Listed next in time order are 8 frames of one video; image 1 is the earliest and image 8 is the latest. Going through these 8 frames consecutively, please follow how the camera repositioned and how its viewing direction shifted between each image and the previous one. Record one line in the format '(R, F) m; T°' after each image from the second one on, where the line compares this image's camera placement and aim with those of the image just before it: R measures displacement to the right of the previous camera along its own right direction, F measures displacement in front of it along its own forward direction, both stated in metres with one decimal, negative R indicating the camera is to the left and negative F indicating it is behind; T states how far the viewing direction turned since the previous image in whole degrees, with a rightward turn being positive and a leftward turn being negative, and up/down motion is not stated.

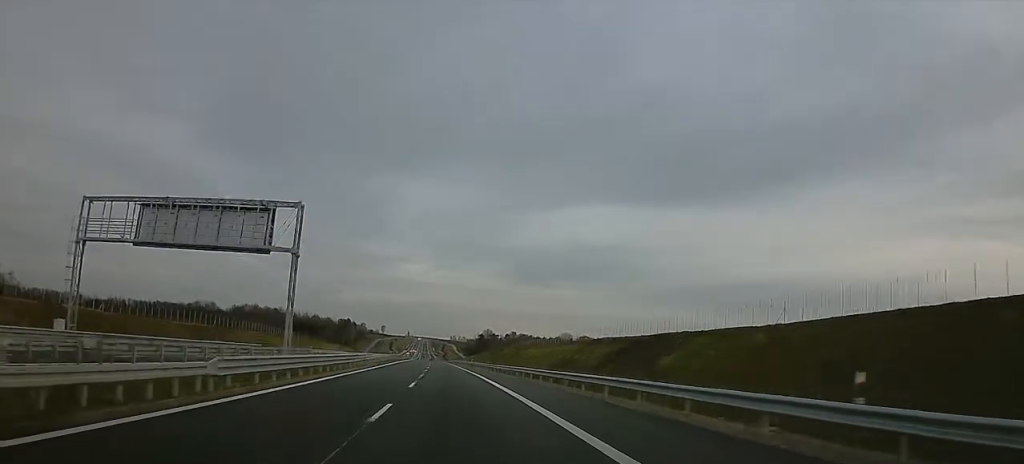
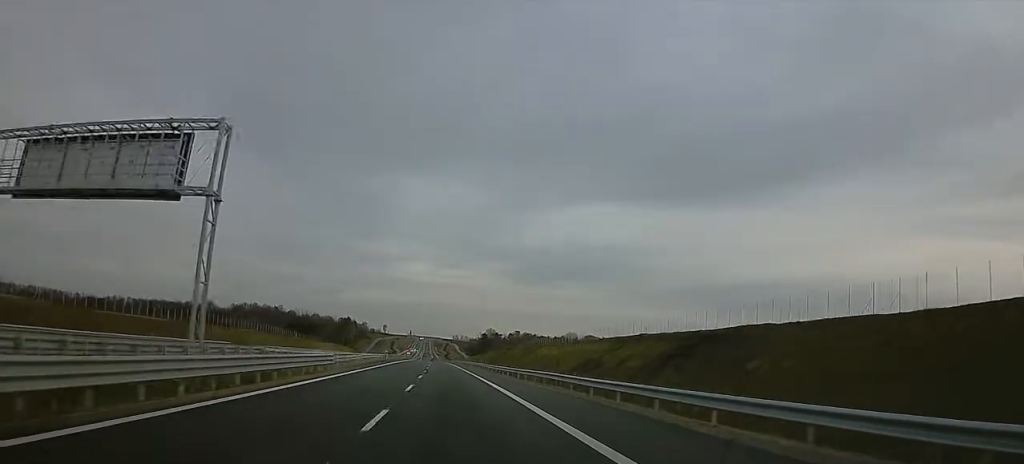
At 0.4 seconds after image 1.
(-0.5, +13.5) m; 0°
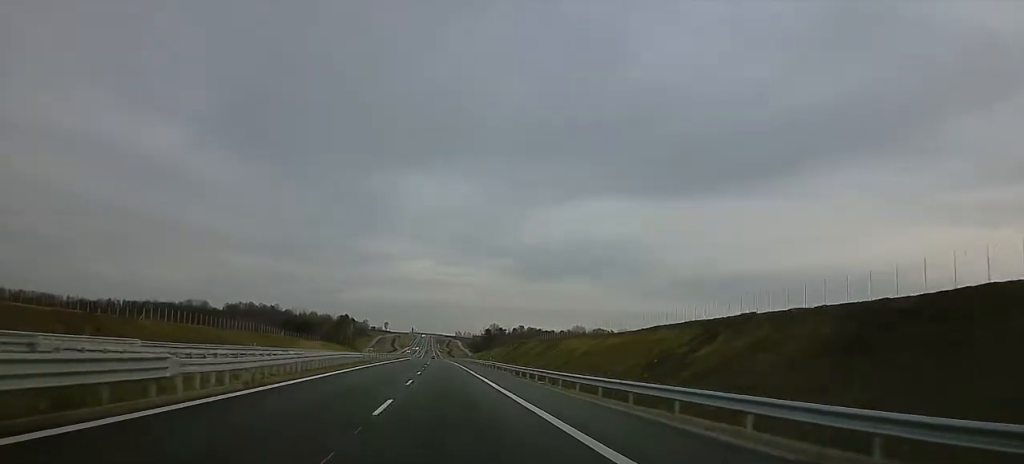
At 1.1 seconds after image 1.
(0.0, +21.8) m; 0°
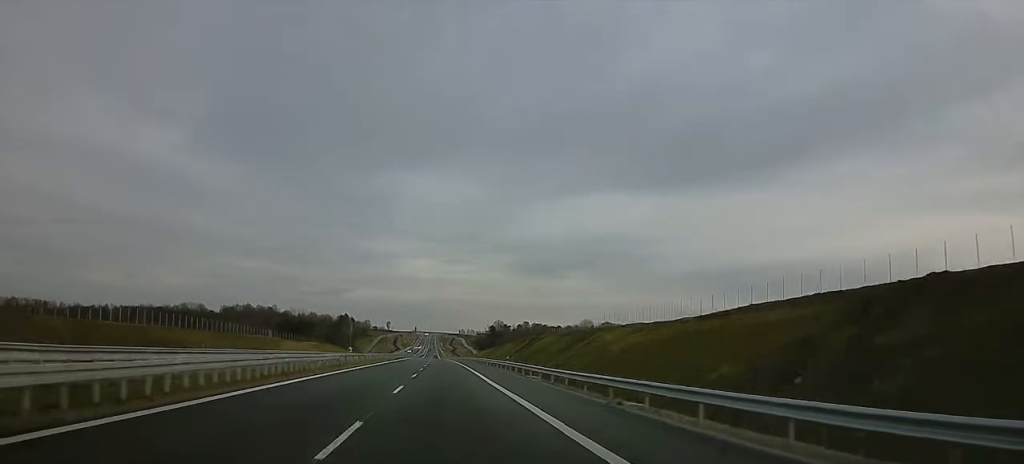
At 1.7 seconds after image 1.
(+0.3, +17.7) m; +1°
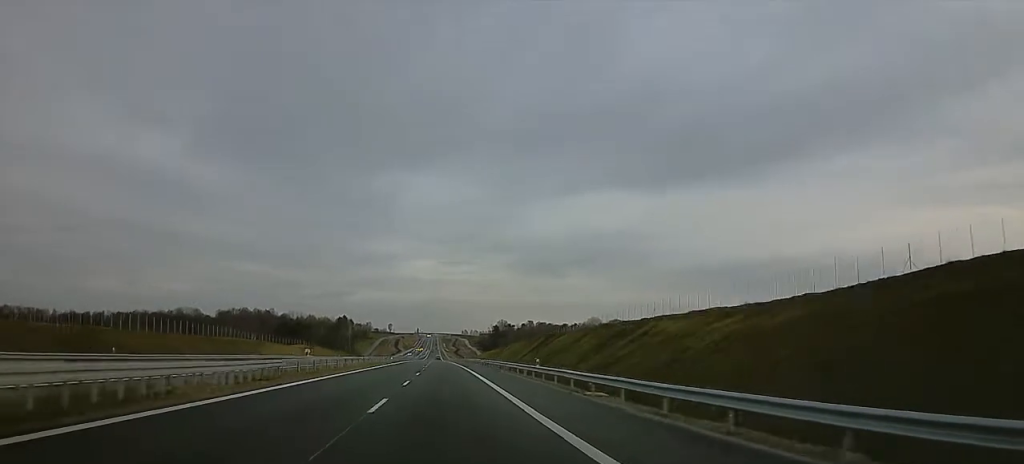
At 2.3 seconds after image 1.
(0.0, +17.6) m; 0°
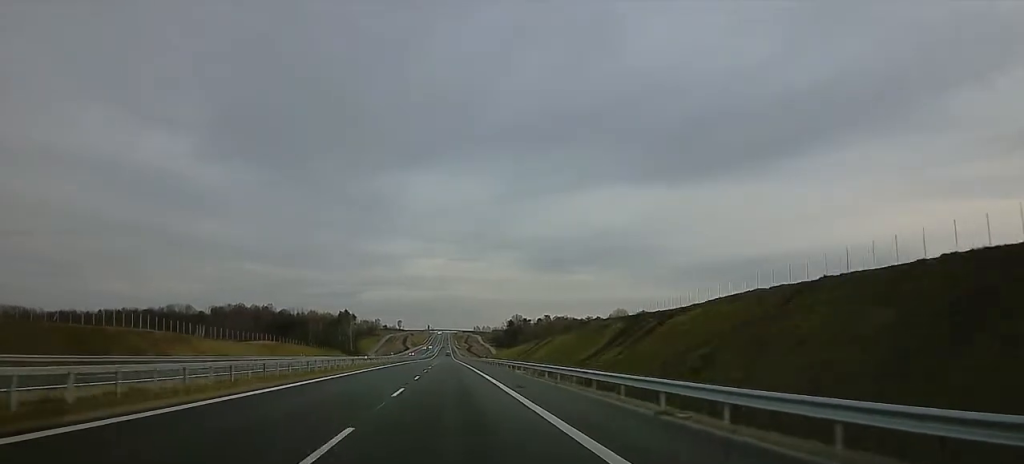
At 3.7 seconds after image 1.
(0.0, +43.7) m; -1°
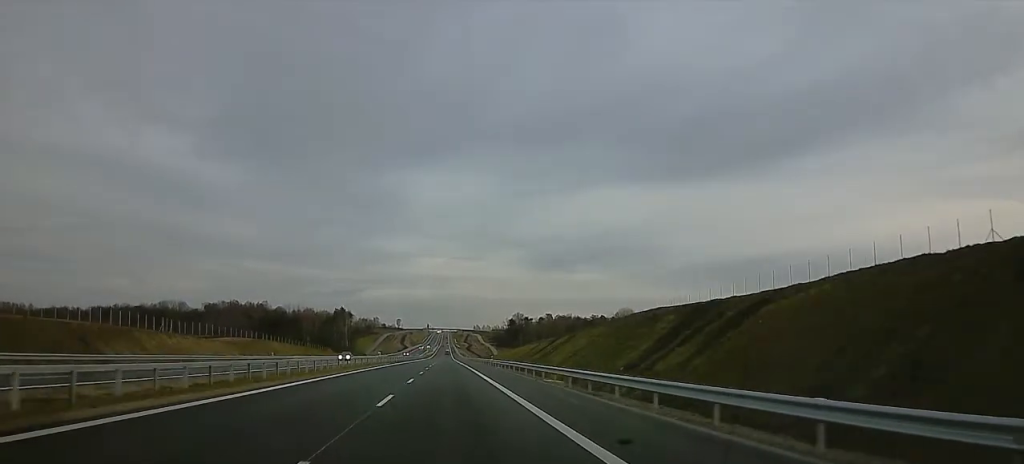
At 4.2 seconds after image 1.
(-0.3, +15.5) m; -1°
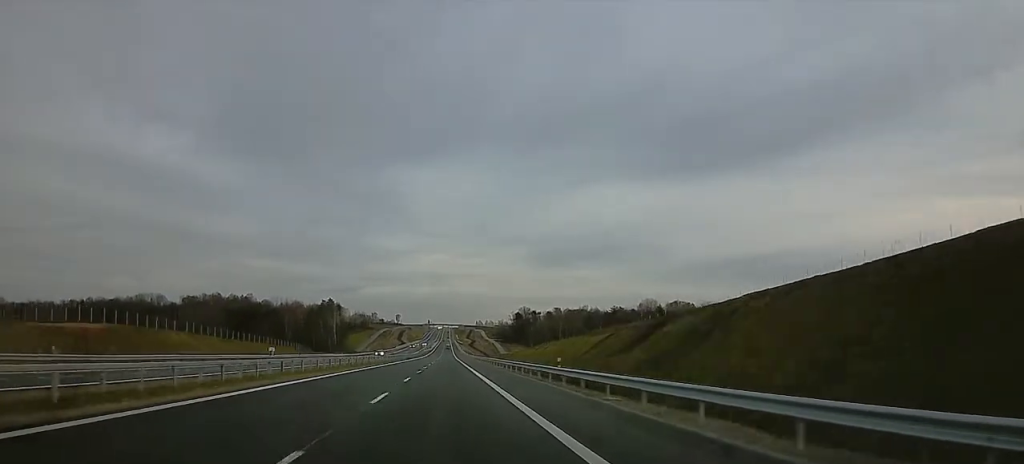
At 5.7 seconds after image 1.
(-0.6, +47.3) m; 0°
